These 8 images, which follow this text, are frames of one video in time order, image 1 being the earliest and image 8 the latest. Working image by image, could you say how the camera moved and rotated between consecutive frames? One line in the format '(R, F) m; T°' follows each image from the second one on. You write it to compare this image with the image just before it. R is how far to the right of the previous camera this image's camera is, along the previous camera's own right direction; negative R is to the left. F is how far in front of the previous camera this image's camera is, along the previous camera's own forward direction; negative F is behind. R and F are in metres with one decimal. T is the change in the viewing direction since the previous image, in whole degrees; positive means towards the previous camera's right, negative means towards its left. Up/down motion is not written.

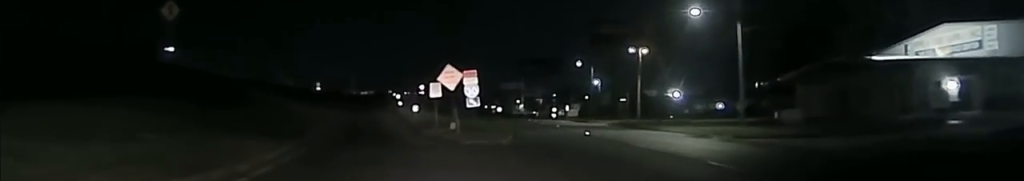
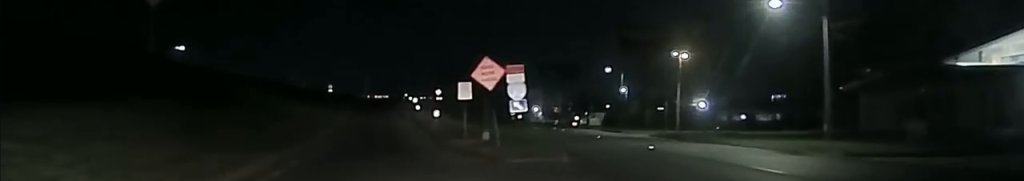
(-0.1, +9.9) m; -1°
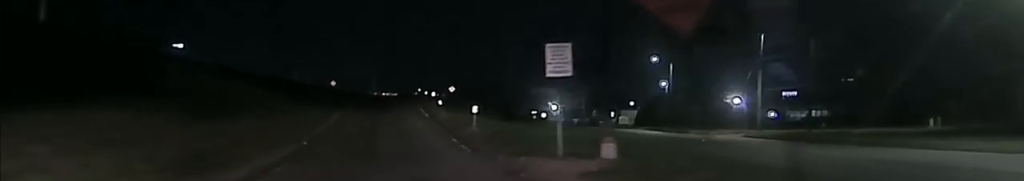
(-0.4, +21.1) m; -4°
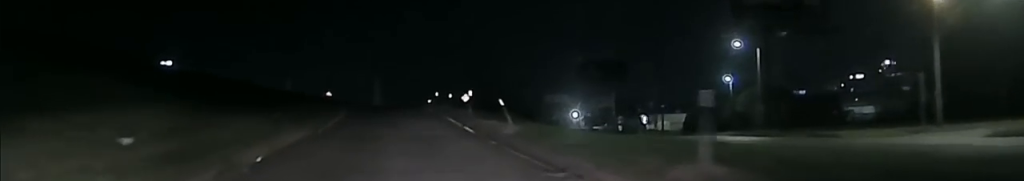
(-0.8, +27.6) m; 0°
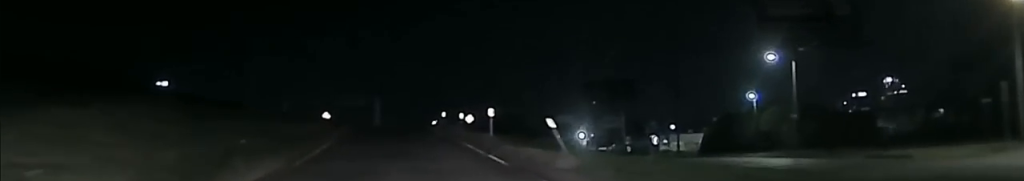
(+0.1, +7.8) m; +1°
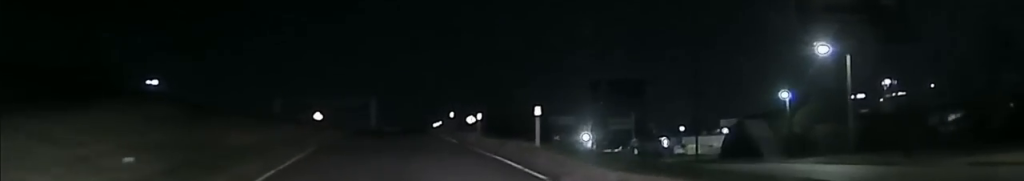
(+0.3, +11.2) m; +1°
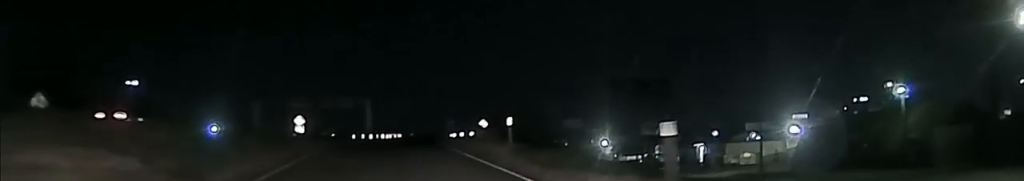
(-0.3, +26.0) m; -1°
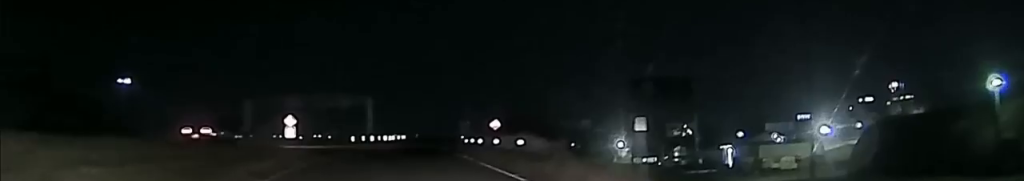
(0.0, +14.0) m; +1°
